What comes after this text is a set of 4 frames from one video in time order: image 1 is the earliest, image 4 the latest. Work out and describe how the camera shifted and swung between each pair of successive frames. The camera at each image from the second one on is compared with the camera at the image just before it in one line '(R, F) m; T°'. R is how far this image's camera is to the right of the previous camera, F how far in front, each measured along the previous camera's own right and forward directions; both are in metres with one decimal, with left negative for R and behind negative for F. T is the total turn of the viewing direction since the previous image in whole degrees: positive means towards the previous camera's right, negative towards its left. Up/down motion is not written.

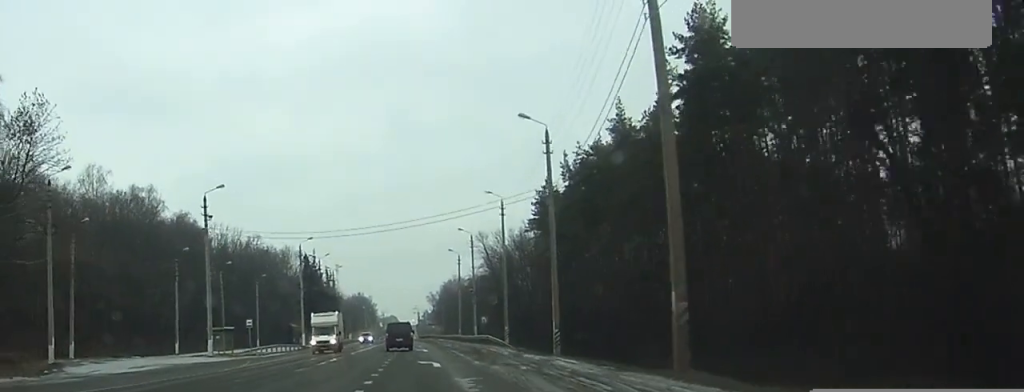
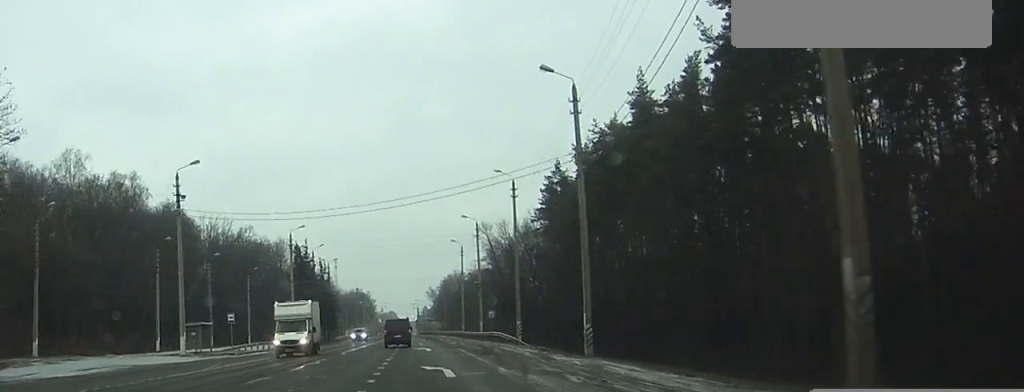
(0.0, +9.0) m; 0°
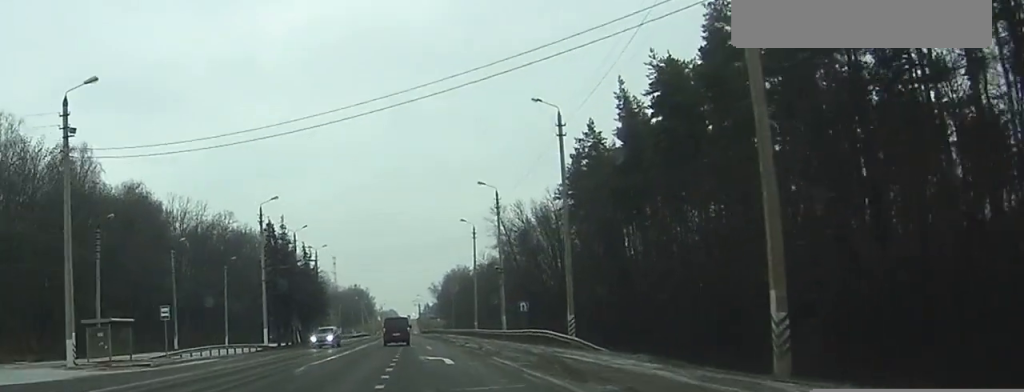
(-0.1, +22.4) m; 0°
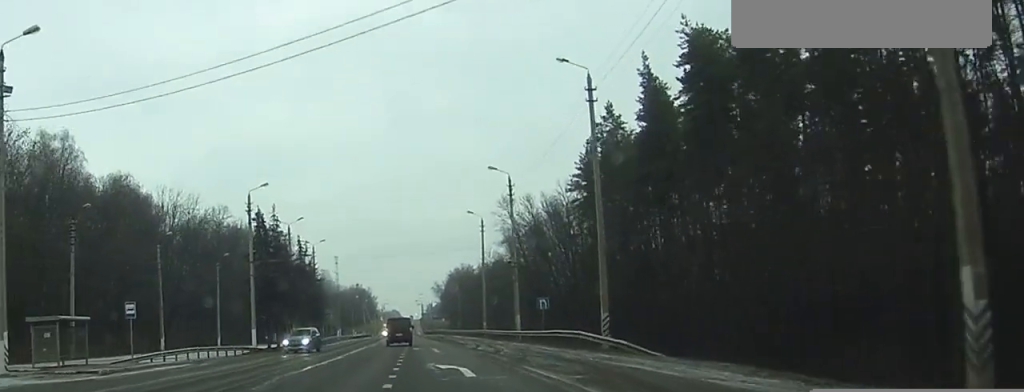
(0.0, +7.9) m; 0°
